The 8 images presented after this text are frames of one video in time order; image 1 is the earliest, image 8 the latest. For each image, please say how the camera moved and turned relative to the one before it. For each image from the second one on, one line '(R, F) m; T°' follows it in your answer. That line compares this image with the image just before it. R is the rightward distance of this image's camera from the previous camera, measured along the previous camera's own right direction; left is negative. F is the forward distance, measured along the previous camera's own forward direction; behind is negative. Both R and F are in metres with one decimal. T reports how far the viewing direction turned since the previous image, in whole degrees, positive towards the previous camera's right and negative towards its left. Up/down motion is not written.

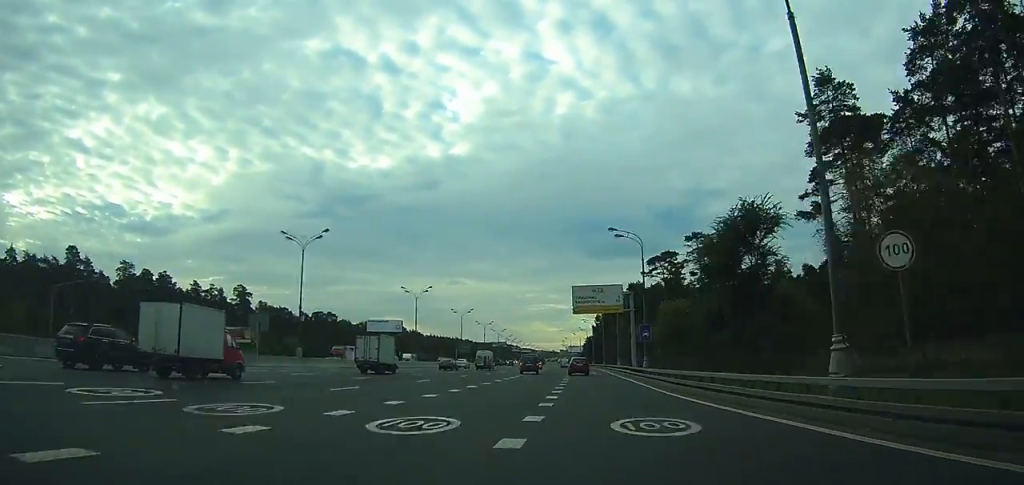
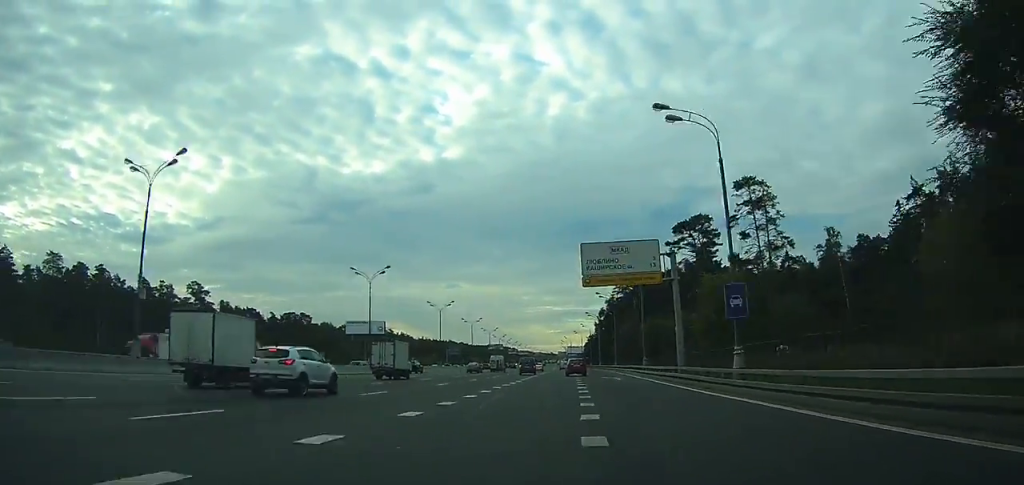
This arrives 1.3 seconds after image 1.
(+0.4, +23.2) m; +1°
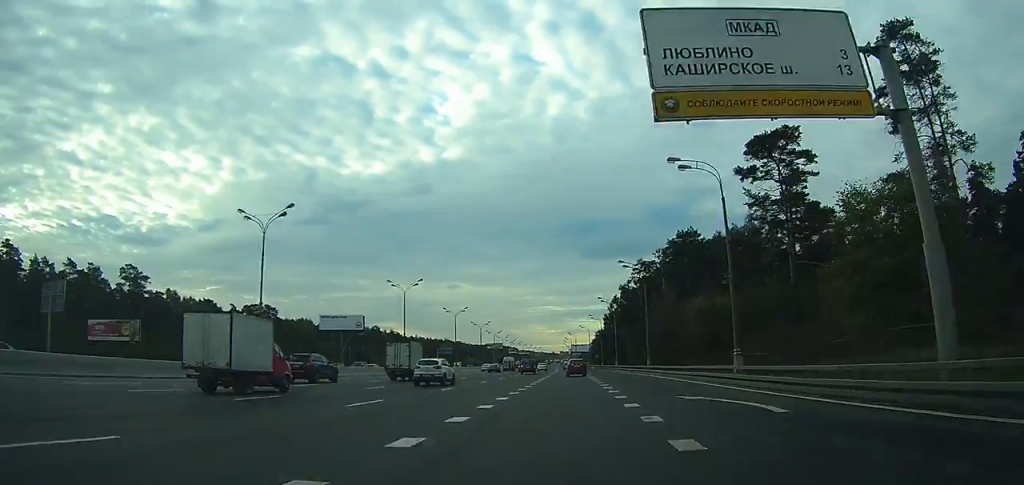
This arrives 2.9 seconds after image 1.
(+0.2, +27.7) m; 0°
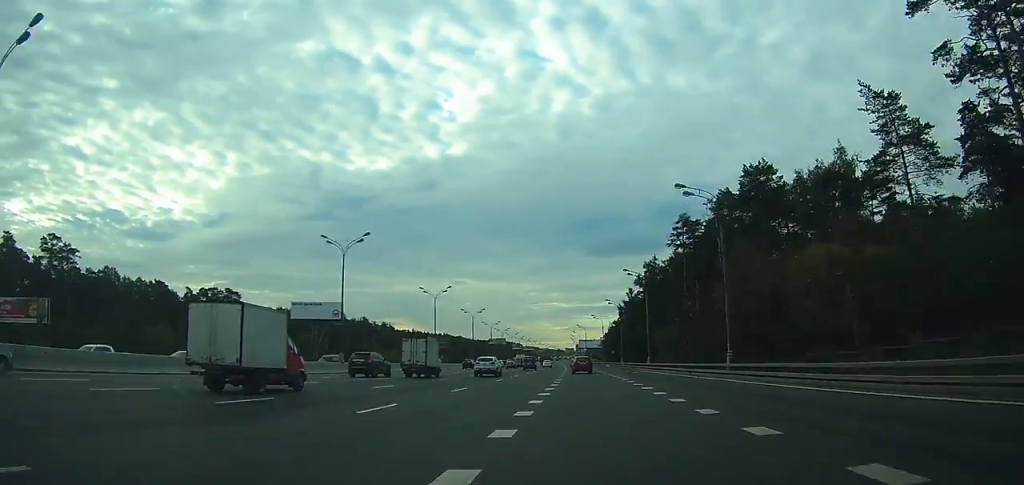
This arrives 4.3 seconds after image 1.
(0.0, +28.4) m; 0°
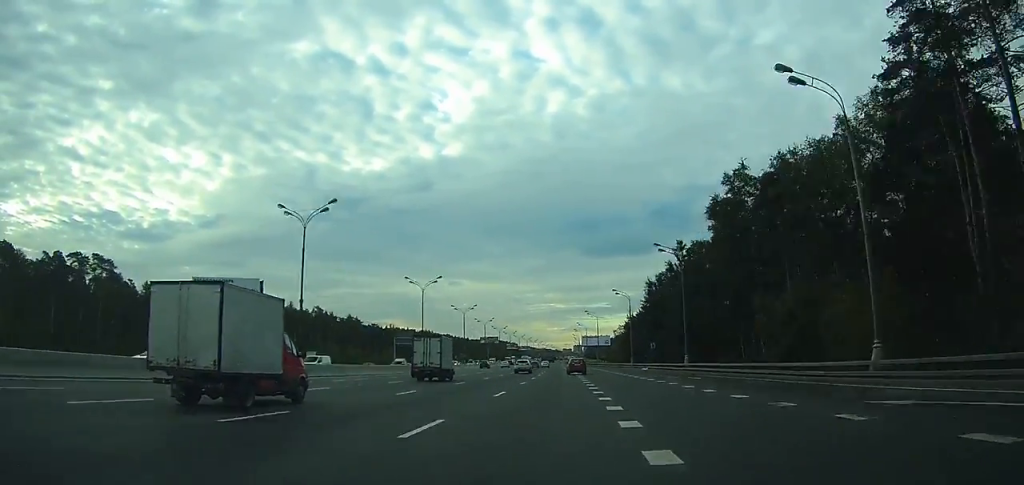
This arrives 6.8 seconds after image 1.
(+0.1, +53.0) m; 0°
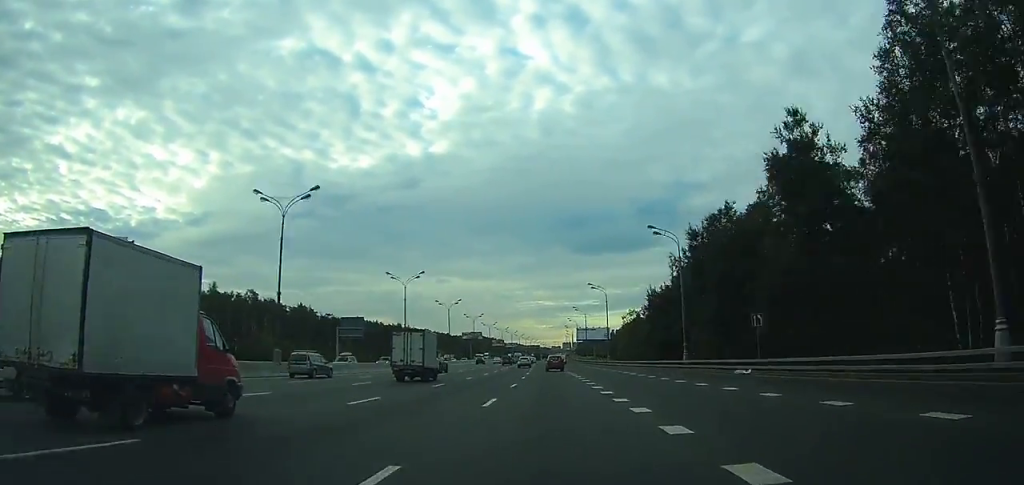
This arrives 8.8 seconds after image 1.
(+0.2, +42.3) m; +1°
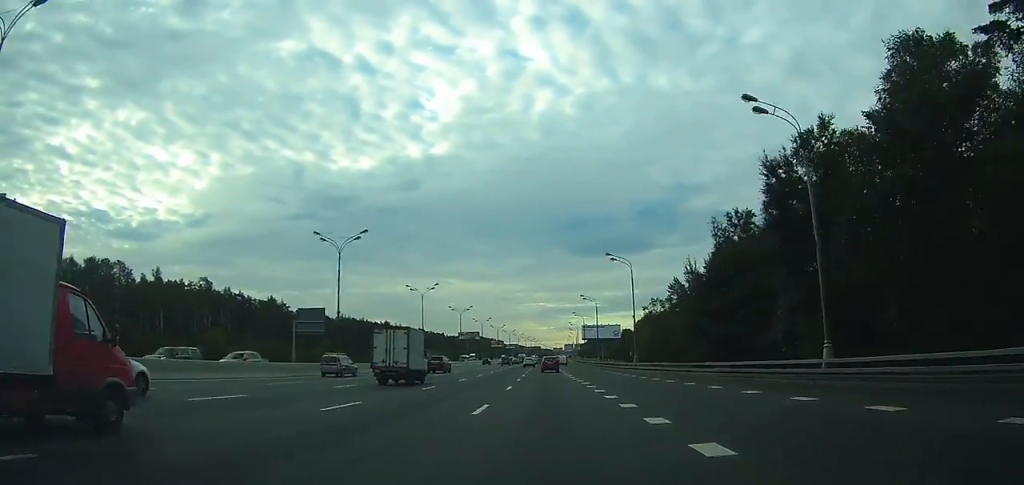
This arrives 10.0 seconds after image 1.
(+0.1, +25.2) m; 0°
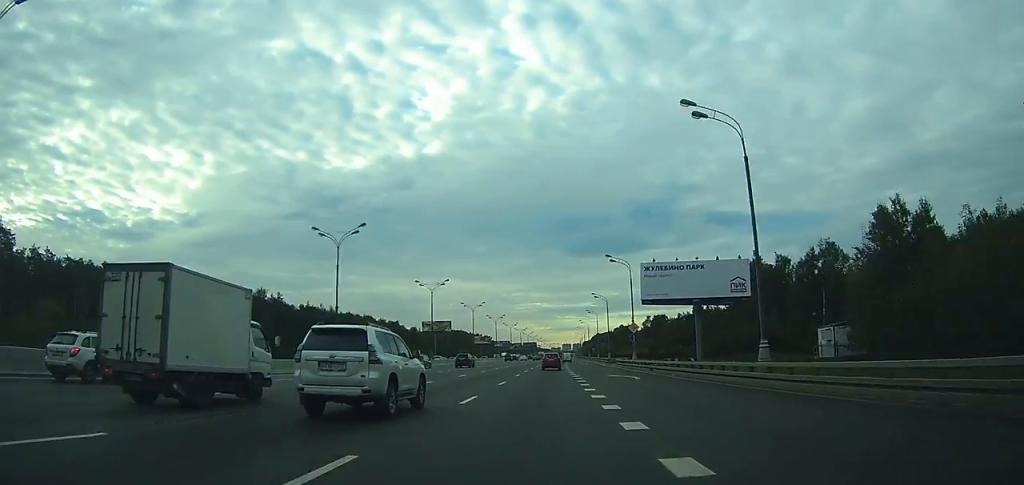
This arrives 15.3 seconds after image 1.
(-0.4, +118.3) m; 0°
